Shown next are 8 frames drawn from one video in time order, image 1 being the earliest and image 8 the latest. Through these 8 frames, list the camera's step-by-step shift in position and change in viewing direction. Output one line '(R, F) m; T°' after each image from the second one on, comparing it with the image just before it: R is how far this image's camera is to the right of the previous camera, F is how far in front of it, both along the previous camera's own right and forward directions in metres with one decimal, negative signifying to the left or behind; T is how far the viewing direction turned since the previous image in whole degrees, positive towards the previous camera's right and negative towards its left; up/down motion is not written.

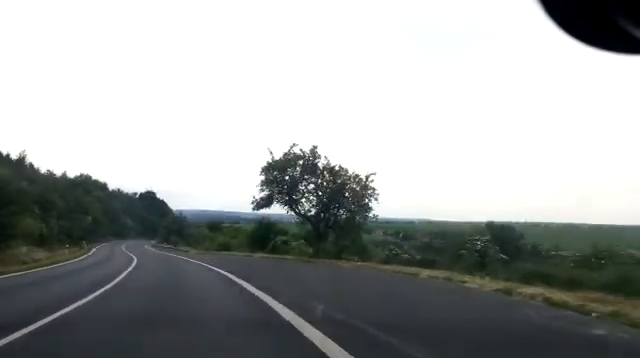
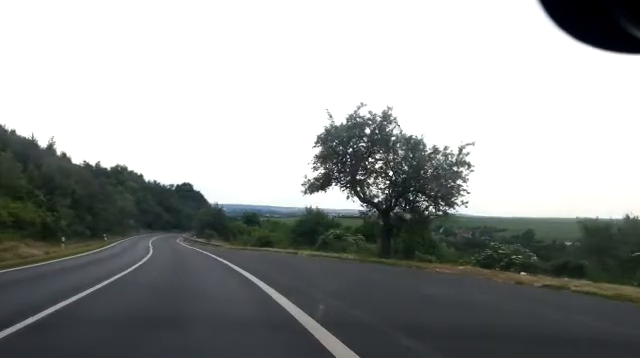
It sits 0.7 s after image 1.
(-0.2, +10.4) m; -2°
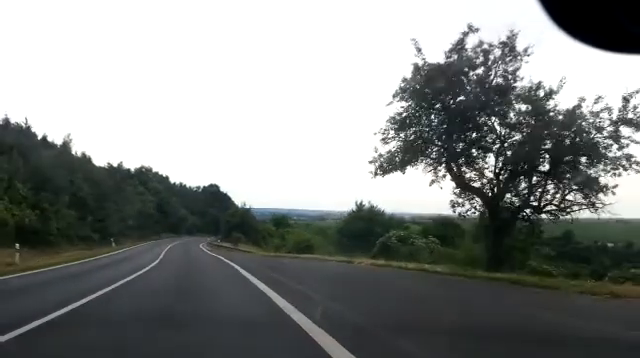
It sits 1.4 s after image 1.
(-0.2, +10.5) m; -1°
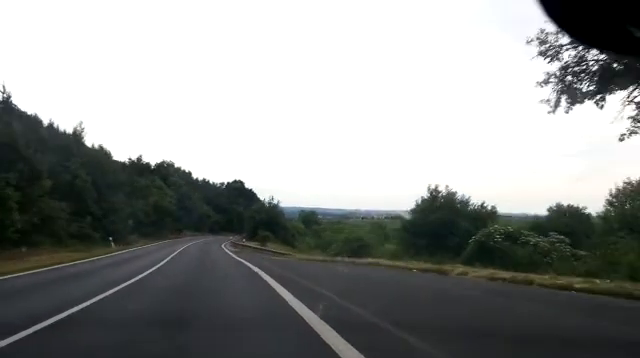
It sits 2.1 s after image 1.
(-0.1, +10.5) m; -1°
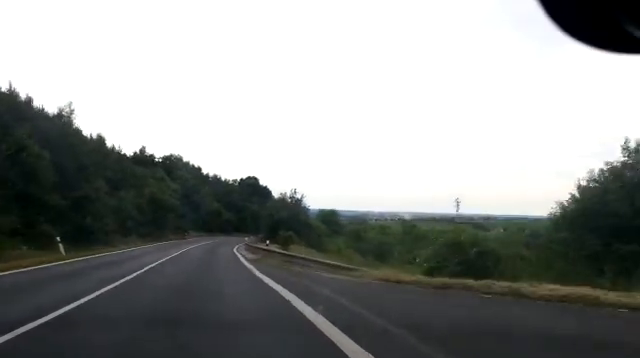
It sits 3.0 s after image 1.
(0.0, +14.2) m; -1°
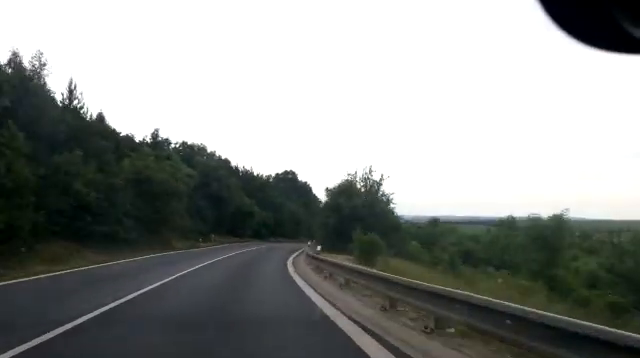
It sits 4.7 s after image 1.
(-0.9, +25.5) m; -2°
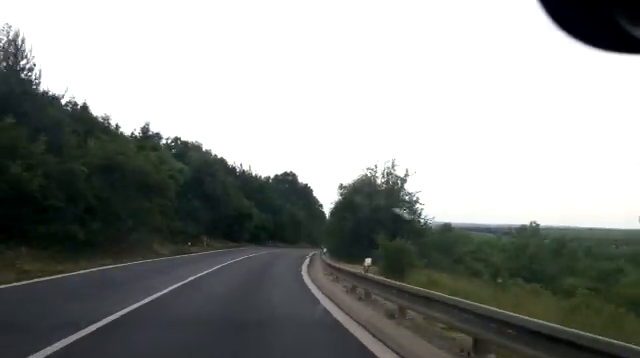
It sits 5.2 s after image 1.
(+0.1, +7.1) m; 0°
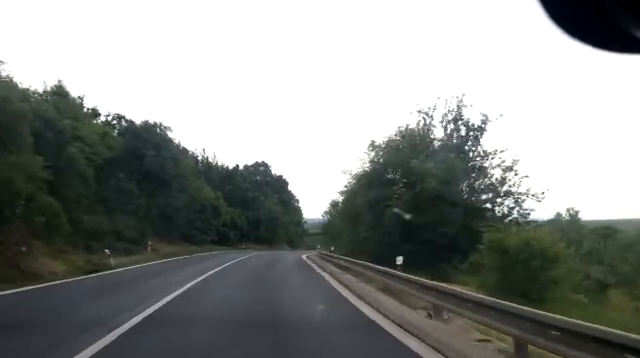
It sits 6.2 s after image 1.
(0.0, +15.5) m; 0°
